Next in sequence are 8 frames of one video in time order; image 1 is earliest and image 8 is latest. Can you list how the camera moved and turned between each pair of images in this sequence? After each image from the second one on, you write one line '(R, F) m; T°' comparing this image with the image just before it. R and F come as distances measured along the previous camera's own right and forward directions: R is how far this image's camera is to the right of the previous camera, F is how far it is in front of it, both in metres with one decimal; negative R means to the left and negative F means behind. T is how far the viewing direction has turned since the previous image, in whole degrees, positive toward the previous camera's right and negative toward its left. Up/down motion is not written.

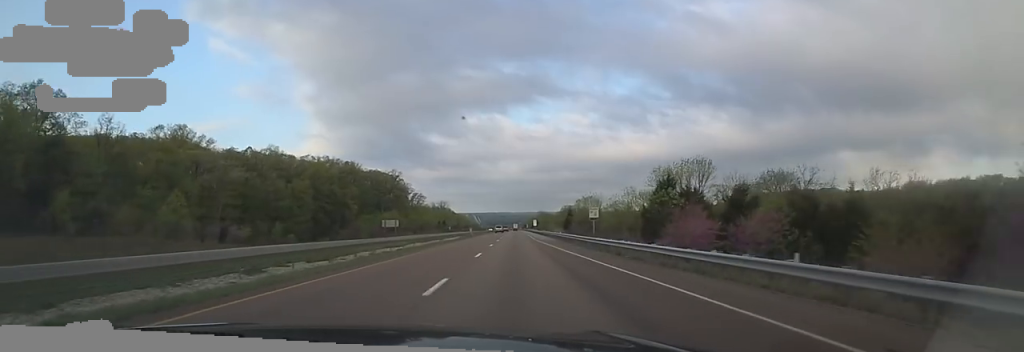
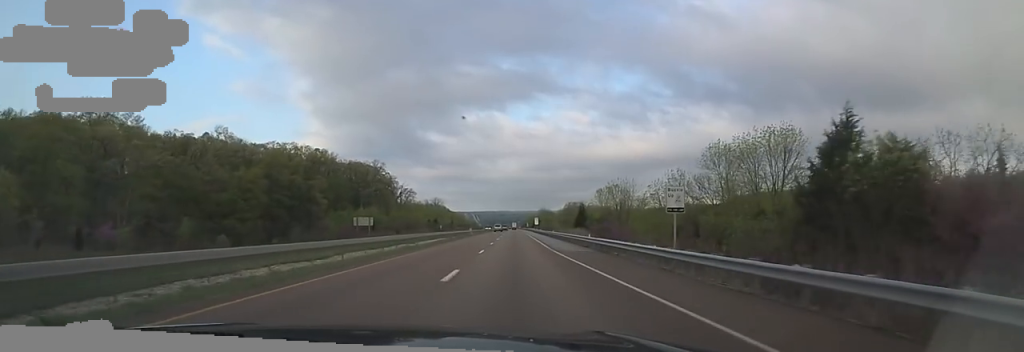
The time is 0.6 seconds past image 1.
(+0.1, +22.4) m; 0°
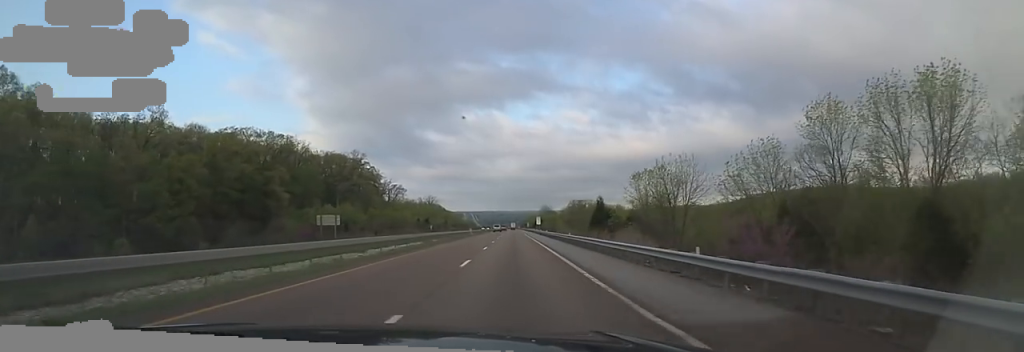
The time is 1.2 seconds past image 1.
(+0.1, +20.1) m; 0°
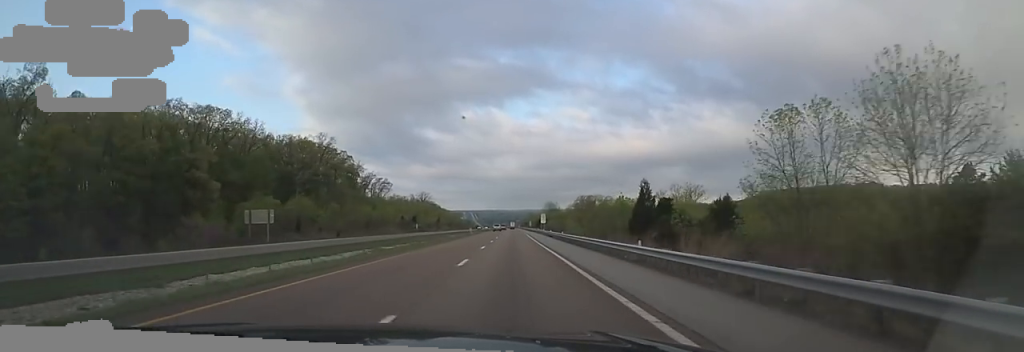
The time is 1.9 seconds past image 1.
(-0.1, +24.7) m; 0°
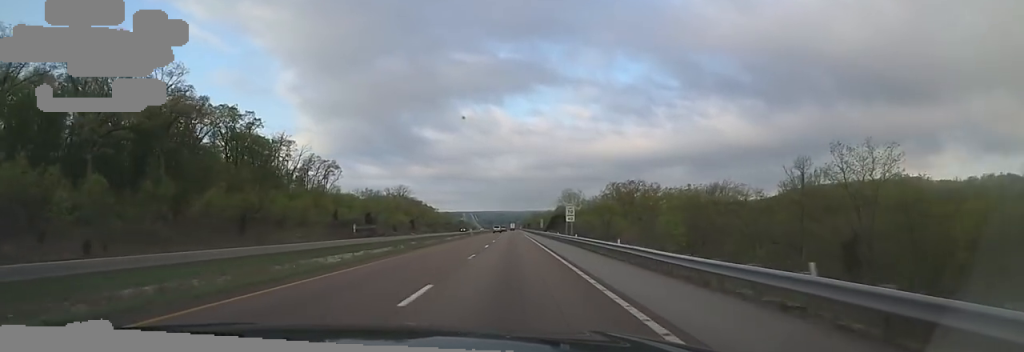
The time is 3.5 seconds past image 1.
(-0.1, +57.3) m; 0°
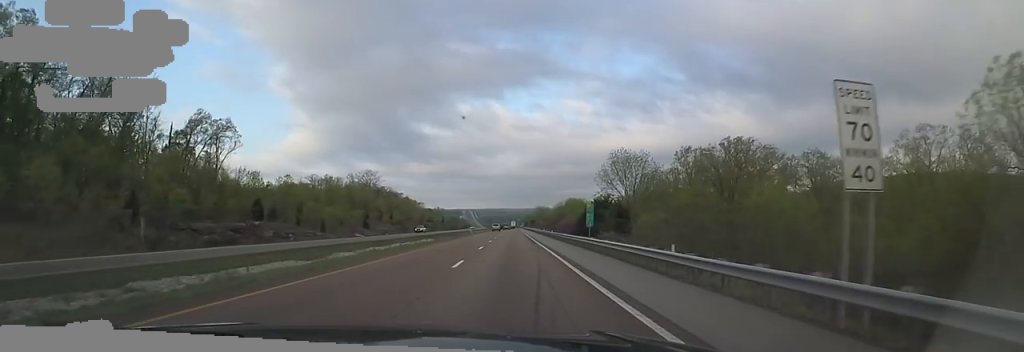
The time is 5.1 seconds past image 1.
(+0.1, +53.7) m; 0°
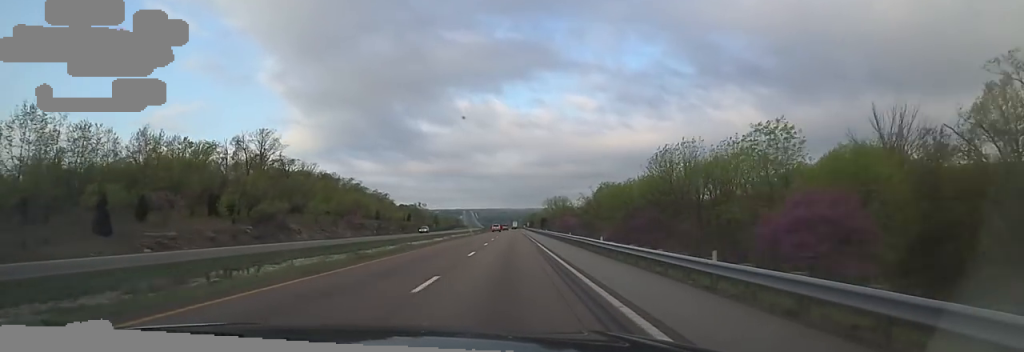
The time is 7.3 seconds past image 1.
(-0.3, +79.0) m; -1°
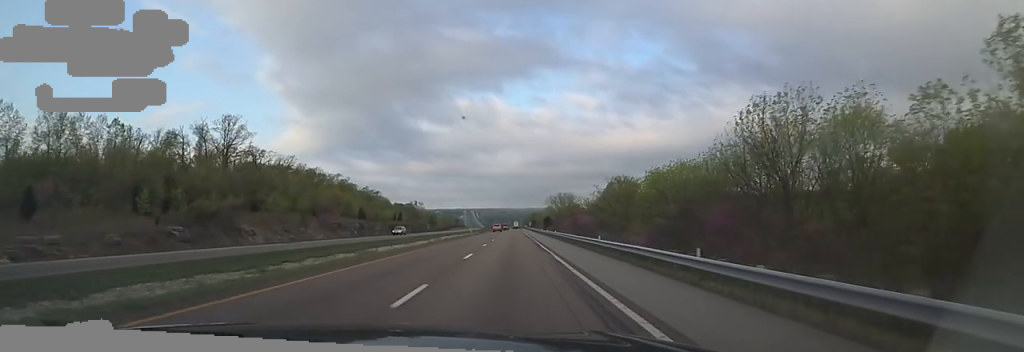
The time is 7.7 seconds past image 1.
(0.0, +13.9) m; -1°
